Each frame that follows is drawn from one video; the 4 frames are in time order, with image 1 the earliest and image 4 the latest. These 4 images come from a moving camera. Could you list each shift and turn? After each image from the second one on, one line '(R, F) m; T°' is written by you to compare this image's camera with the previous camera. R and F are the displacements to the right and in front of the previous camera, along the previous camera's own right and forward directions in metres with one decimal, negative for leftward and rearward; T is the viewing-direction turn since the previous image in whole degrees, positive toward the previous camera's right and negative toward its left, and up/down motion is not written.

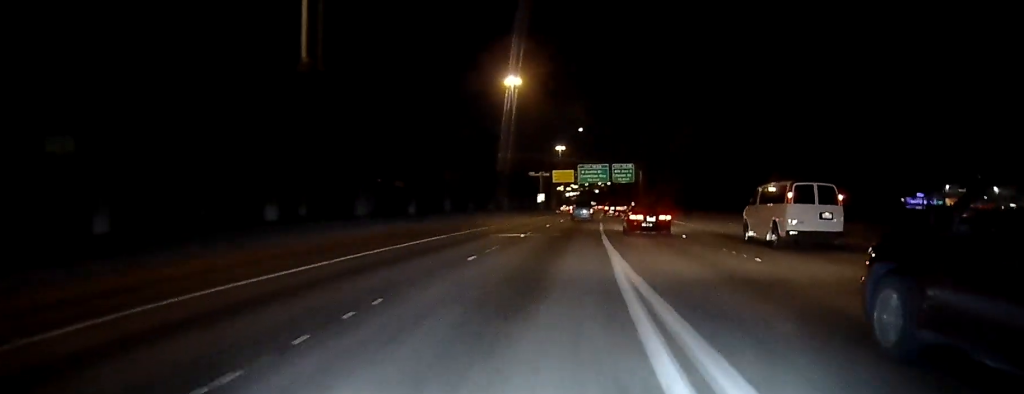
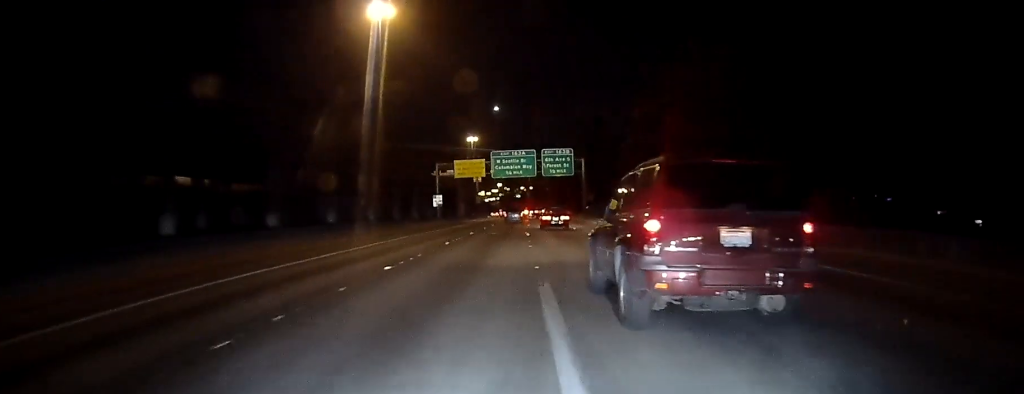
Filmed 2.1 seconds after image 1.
(+1.0, +46.6) m; +4°
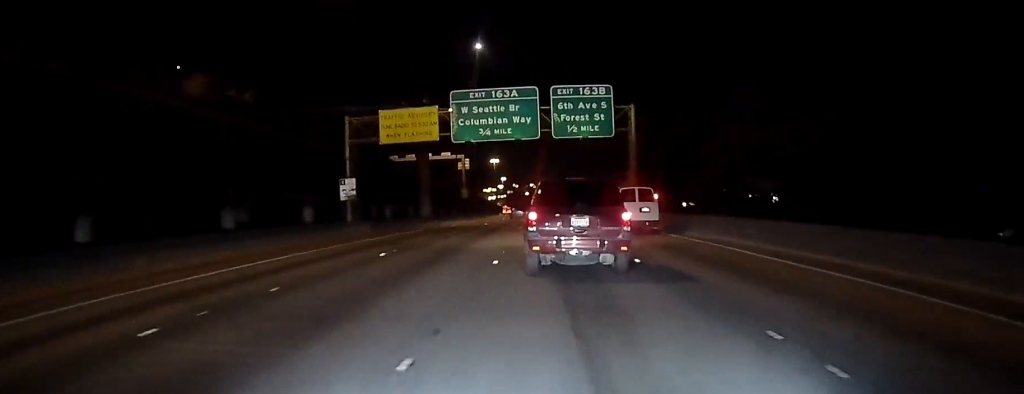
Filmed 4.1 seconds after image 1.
(+0.7, +47.0) m; 0°
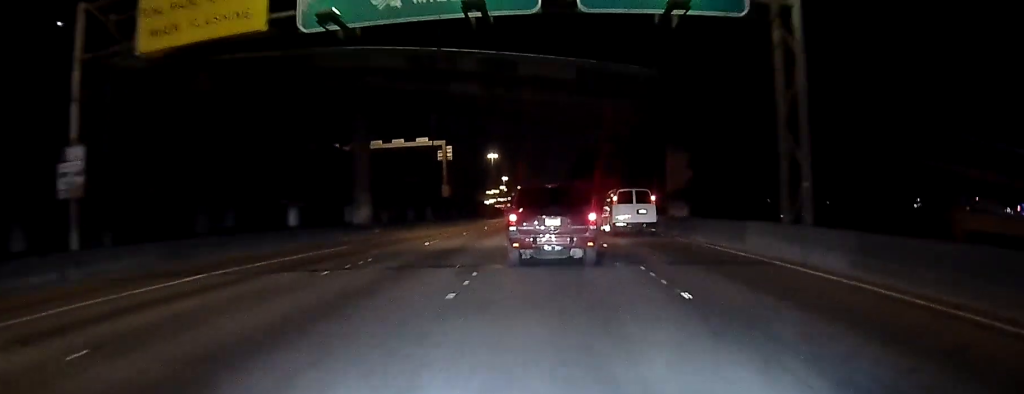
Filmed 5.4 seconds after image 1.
(-0.3, +30.2) m; +1°
